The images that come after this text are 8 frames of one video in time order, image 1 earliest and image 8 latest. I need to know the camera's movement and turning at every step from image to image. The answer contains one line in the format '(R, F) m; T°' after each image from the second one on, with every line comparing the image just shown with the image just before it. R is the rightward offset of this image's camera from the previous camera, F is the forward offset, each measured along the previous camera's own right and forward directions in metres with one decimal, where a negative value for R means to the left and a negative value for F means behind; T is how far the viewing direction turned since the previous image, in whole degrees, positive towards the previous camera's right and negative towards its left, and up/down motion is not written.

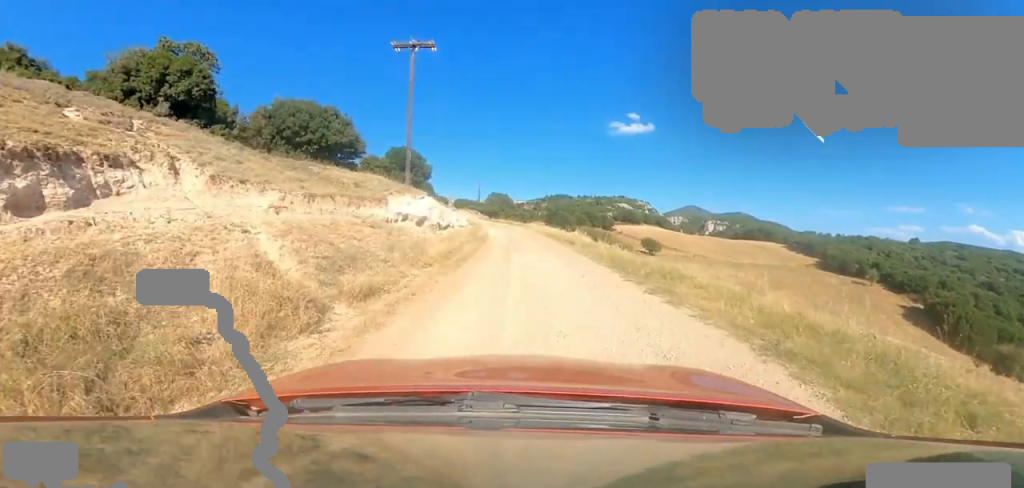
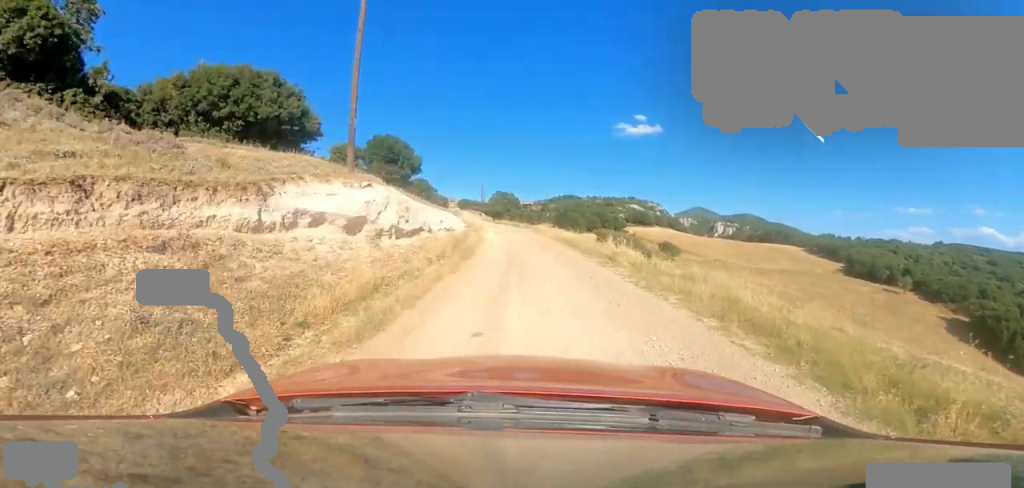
(+1.3, +7.1) m; +7°
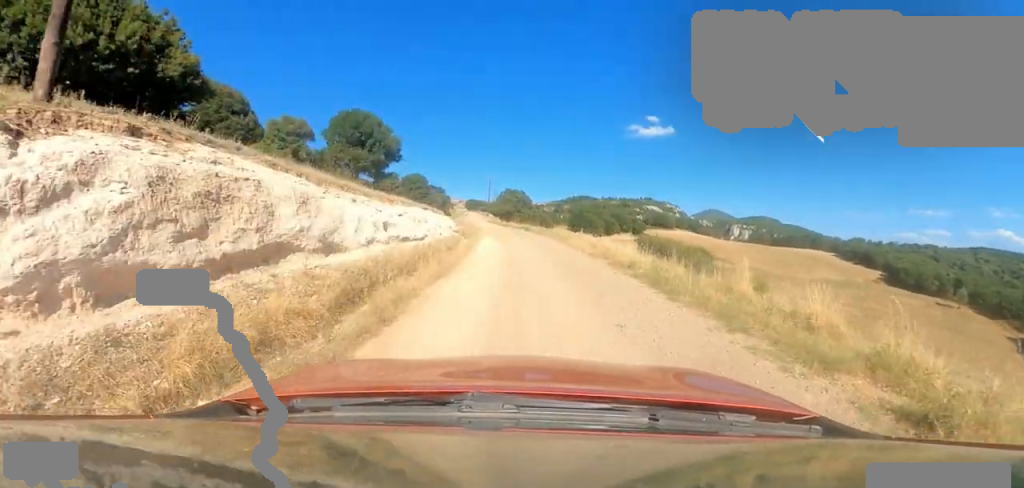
(-0.2, +9.8) m; -9°
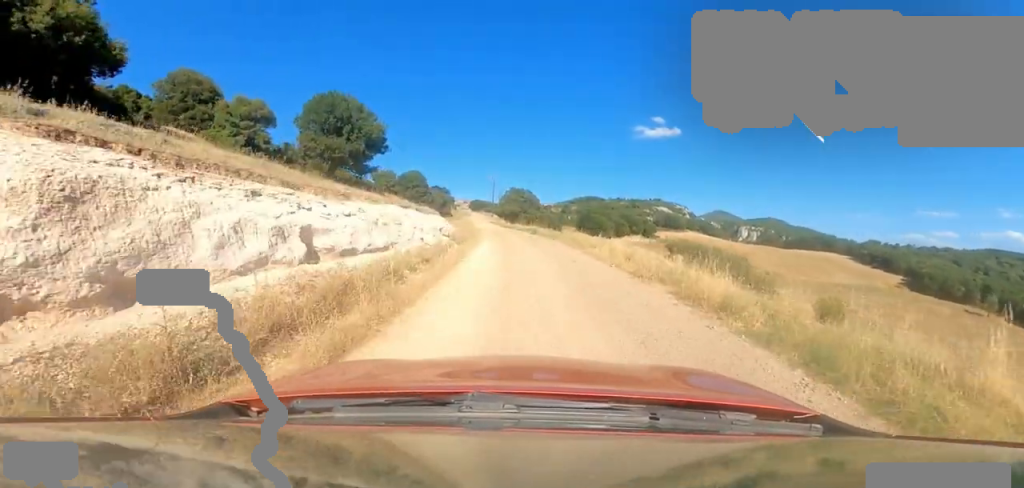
(-0.6, +4.5) m; 0°
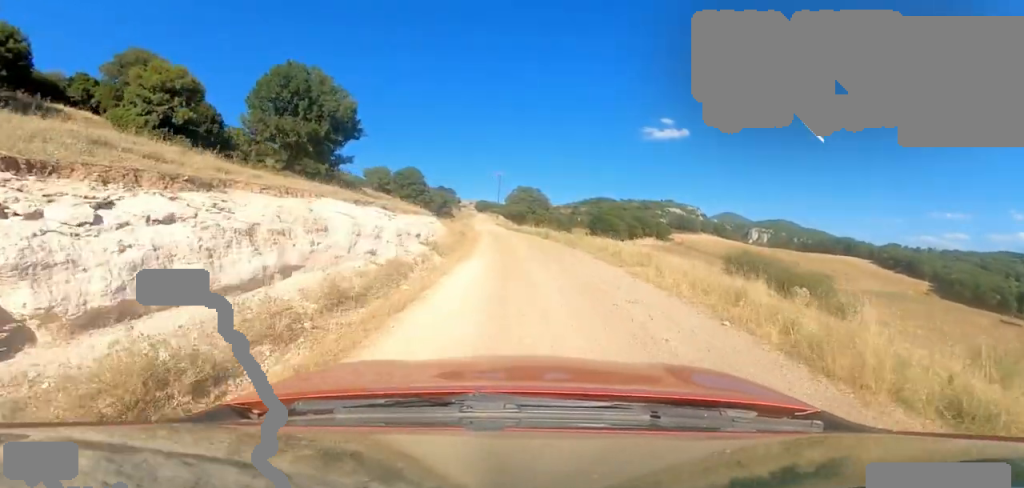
(-0.3, +5.6) m; 0°
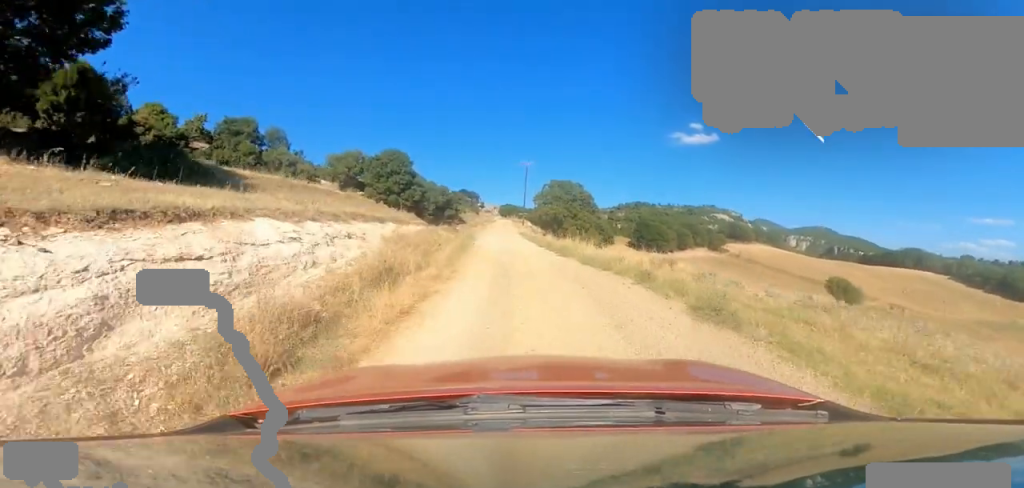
(-0.6, +16.7) m; -10°
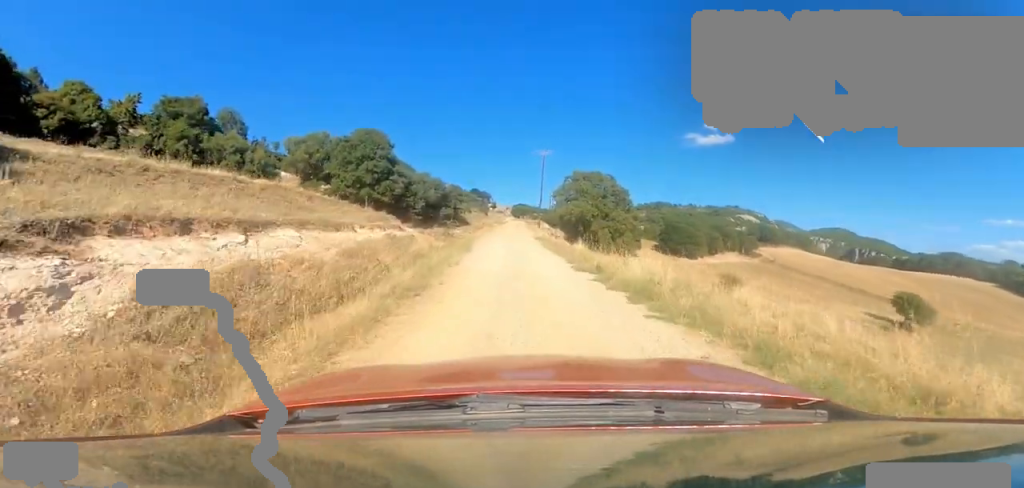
(-0.1, +8.8) m; +2°
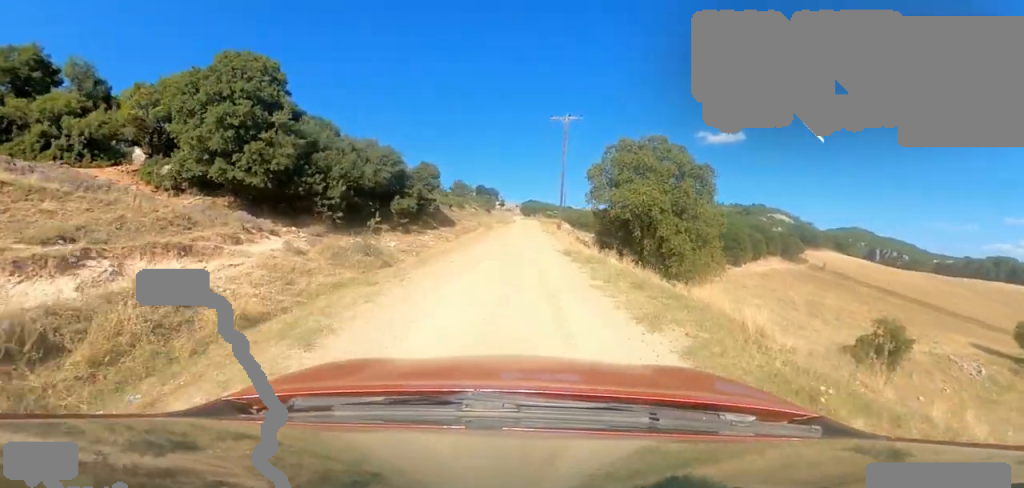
(+1.6, +12.9) m; +7°
